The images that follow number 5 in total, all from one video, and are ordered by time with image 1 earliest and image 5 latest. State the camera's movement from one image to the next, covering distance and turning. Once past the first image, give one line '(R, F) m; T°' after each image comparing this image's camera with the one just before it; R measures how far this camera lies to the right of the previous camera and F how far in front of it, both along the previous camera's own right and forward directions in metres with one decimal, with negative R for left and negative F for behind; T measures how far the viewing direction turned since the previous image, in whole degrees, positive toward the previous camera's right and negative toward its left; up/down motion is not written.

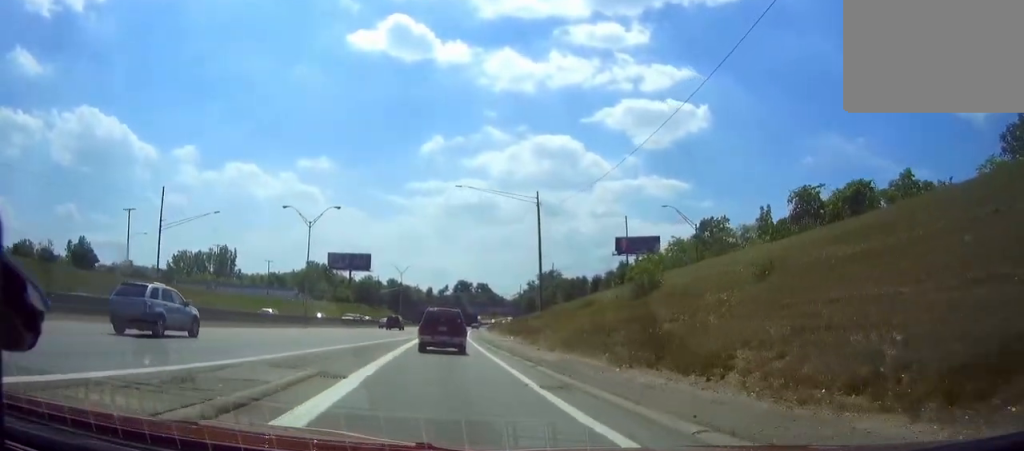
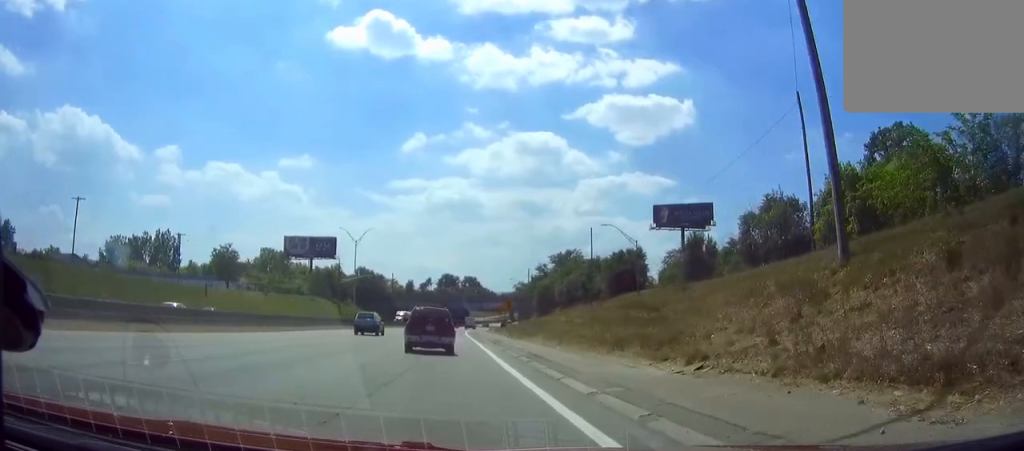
(+1.7, +57.1) m; +2°
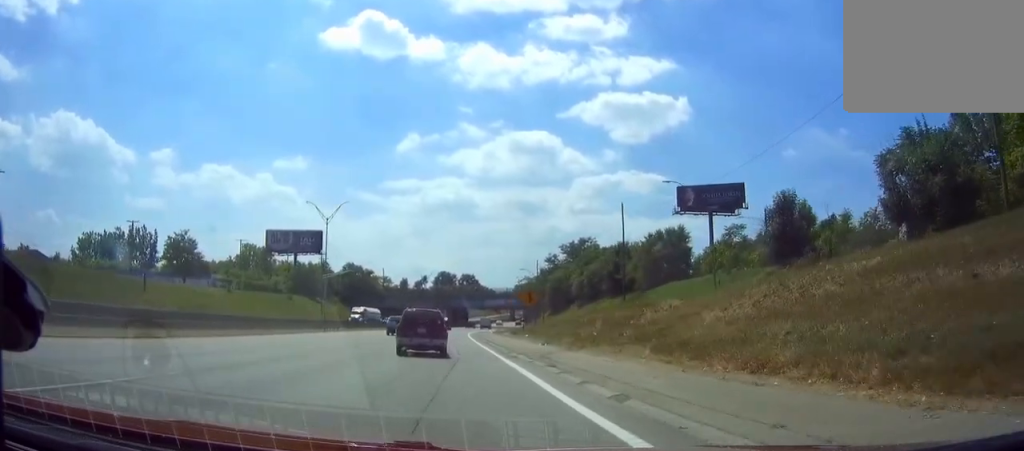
(+0.1, +20.8) m; 0°
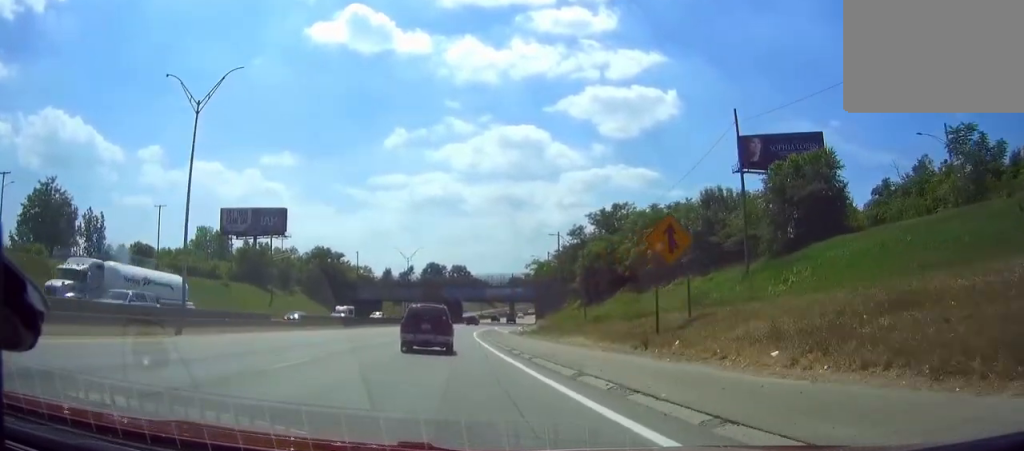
(+0.5, +38.4) m; +2°
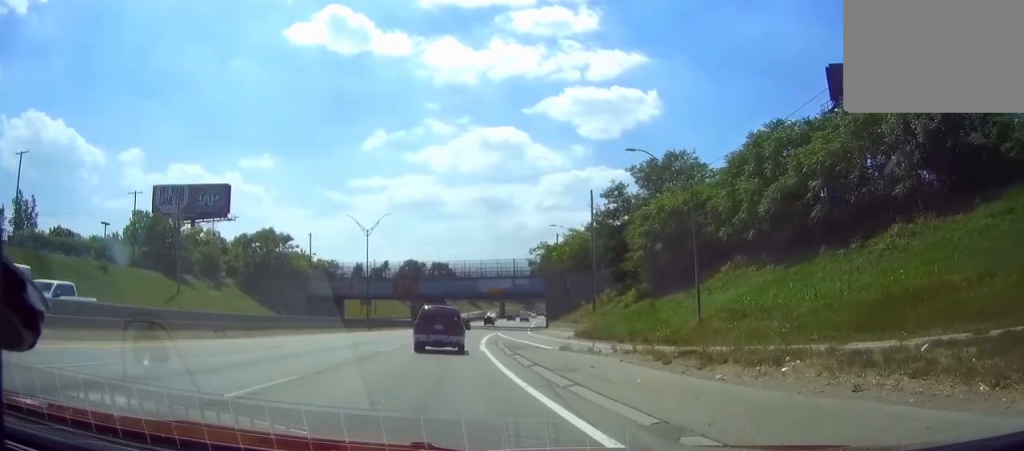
(+0.4, +36.8) m; +2°
